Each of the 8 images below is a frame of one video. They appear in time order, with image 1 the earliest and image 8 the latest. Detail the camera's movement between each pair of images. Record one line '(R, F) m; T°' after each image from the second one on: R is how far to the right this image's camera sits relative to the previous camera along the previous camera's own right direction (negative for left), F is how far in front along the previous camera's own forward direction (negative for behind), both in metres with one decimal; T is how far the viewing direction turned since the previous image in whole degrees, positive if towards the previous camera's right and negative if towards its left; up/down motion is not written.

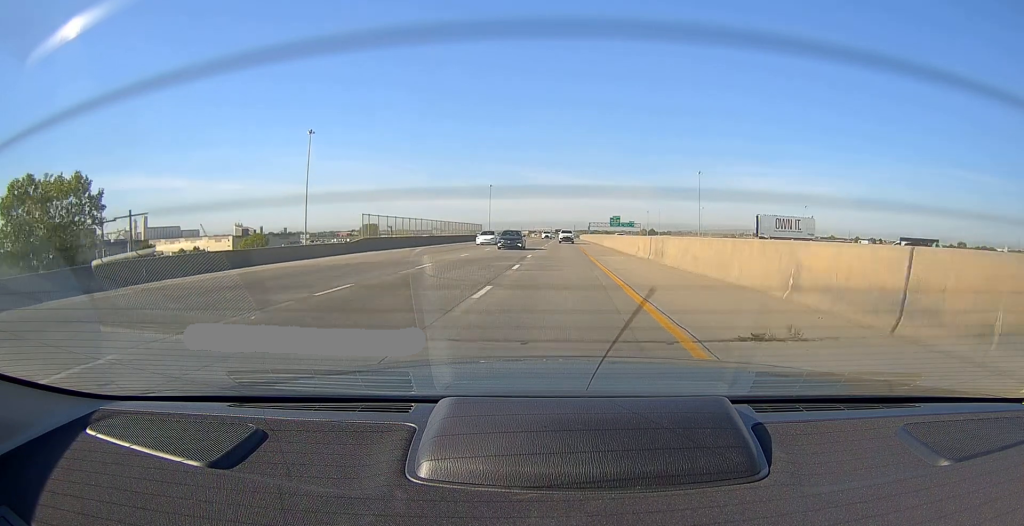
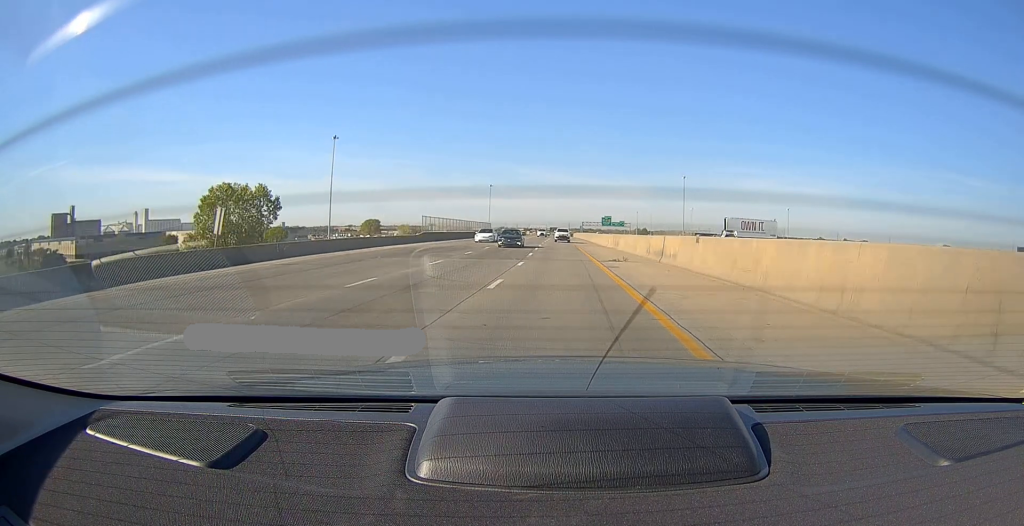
(+0.2, +21.5) m; 0°
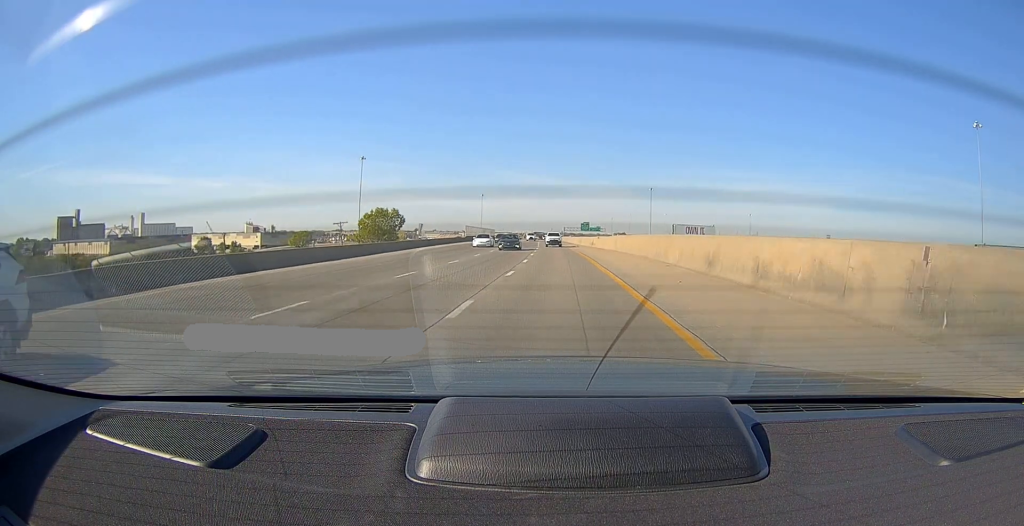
(+0.2, +44.2) m; +2°
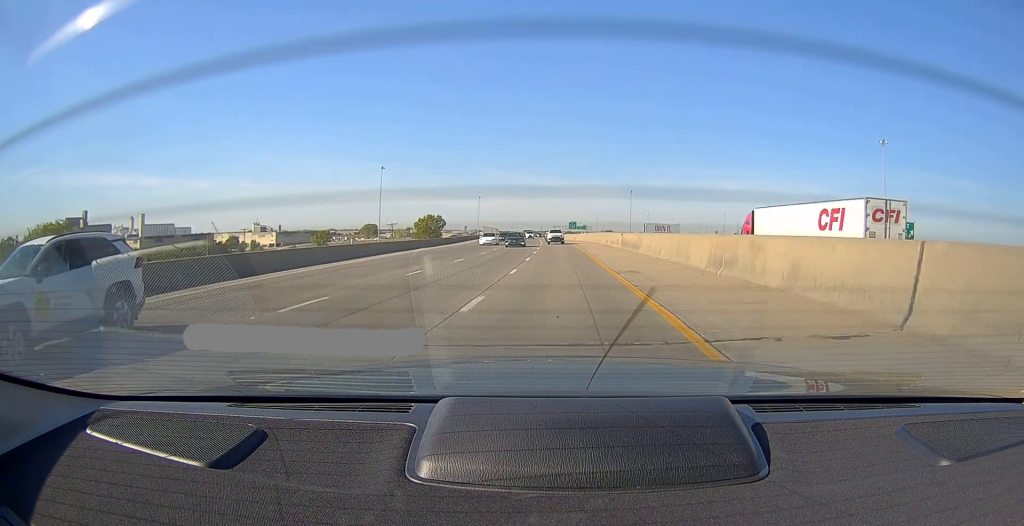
(+0.6, +40.2) m; 0°
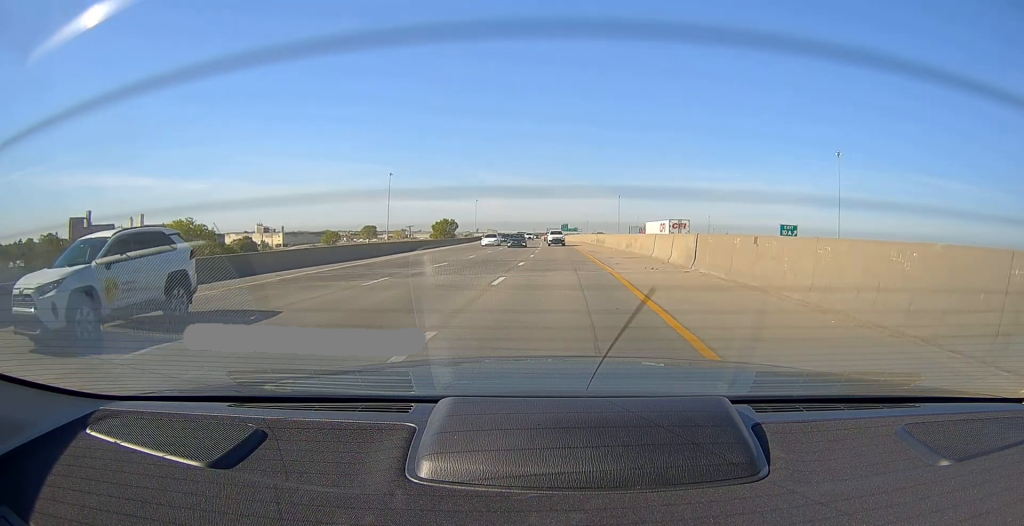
(-0.5, +24.7) m; +1°
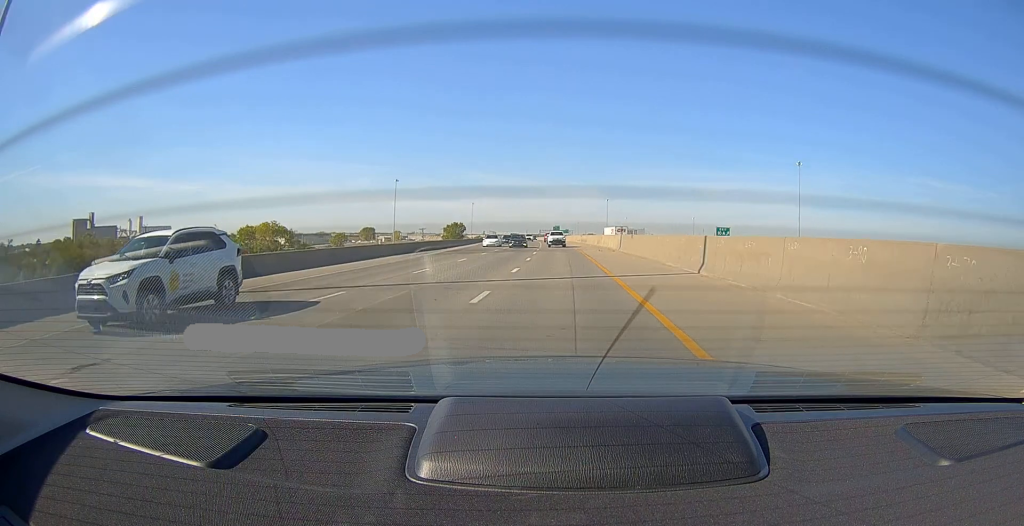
(+1.1, +25.7) m; +1°
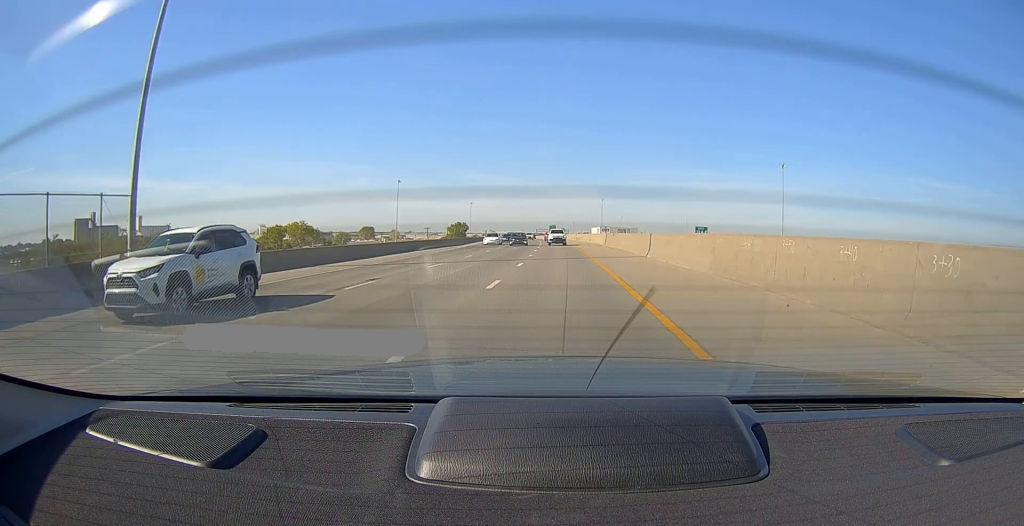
(-0.1, +12.3) m; 0°
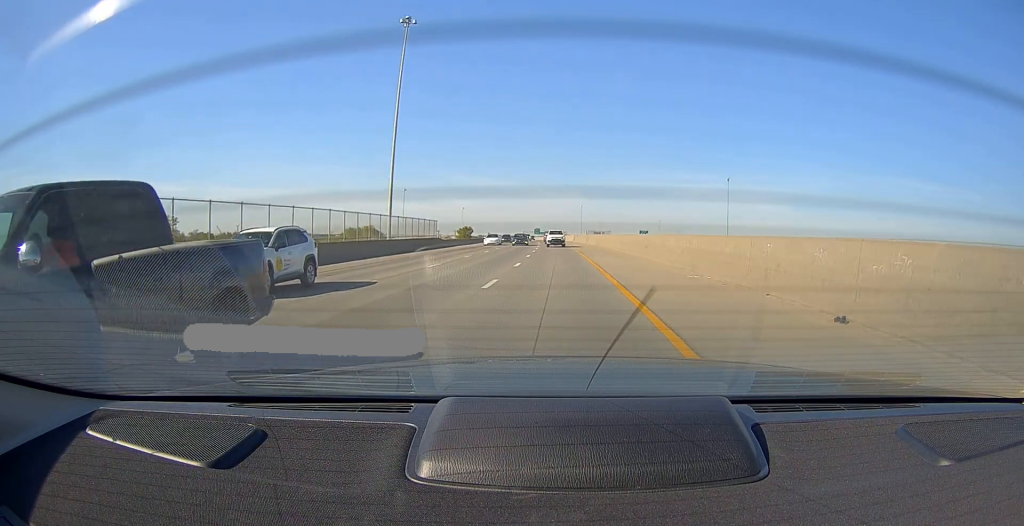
(+0.2, +49.3) m; +2°
